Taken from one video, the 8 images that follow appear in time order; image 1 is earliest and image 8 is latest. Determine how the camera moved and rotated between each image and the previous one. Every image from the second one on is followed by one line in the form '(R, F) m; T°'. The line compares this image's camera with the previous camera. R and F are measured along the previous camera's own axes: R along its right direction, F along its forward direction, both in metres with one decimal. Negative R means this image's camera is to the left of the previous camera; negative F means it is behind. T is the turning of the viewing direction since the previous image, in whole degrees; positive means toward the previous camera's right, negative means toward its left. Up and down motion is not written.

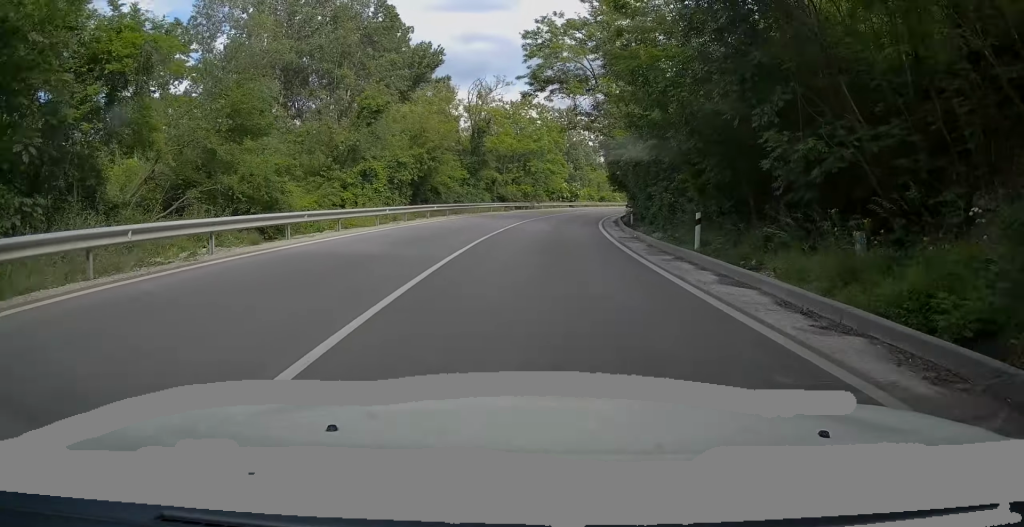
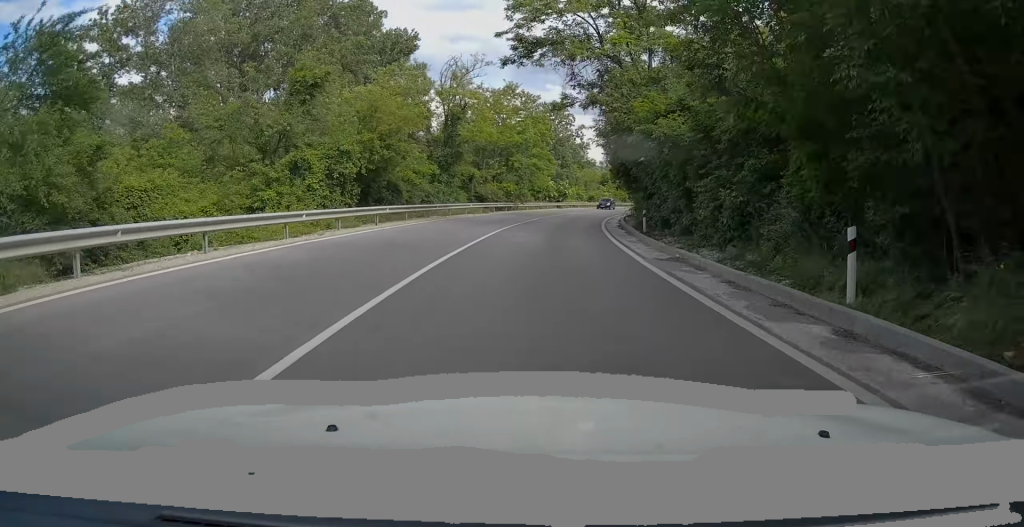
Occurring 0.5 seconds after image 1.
(+0.3, +8.4) m; +3°
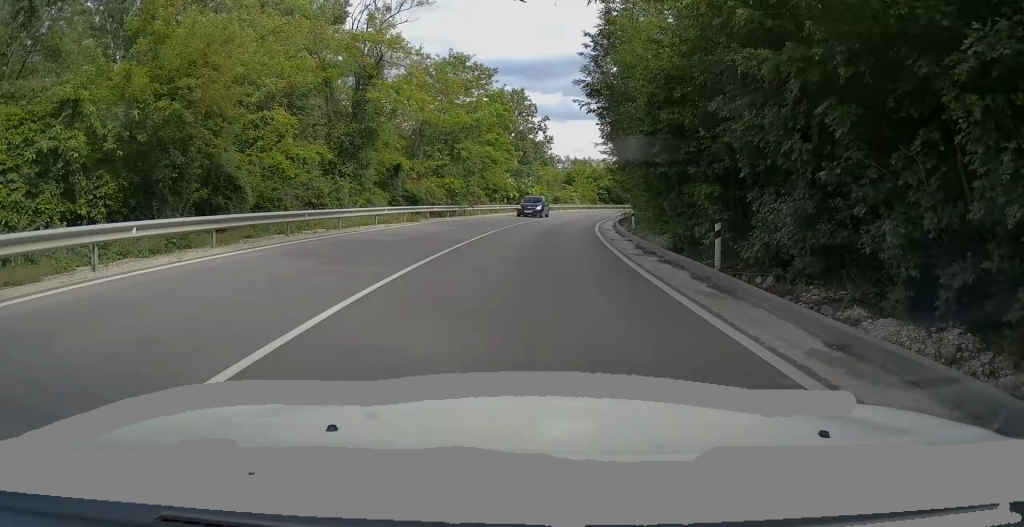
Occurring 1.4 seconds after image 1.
(+0.6, +15.4) m; +3°
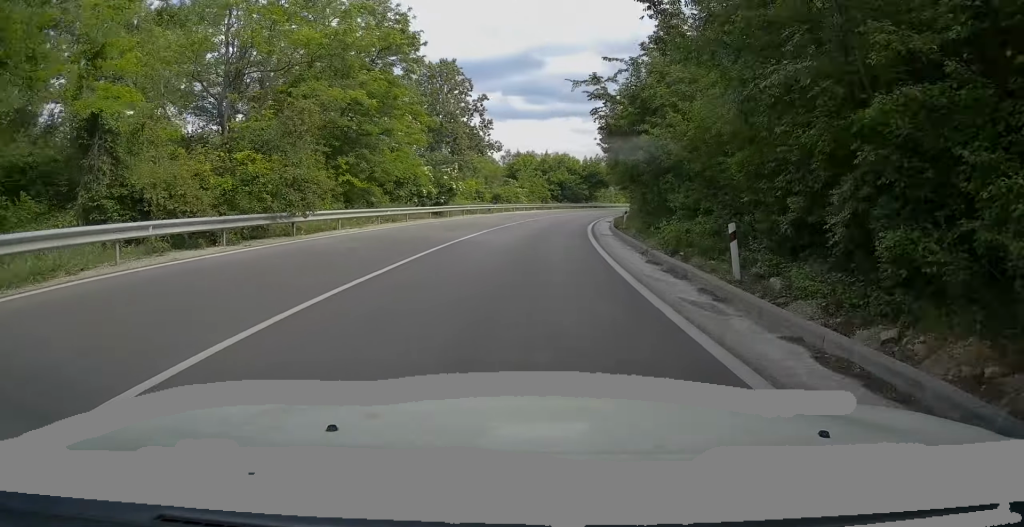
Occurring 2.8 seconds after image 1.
(+0.7, +22.6) m; +4°
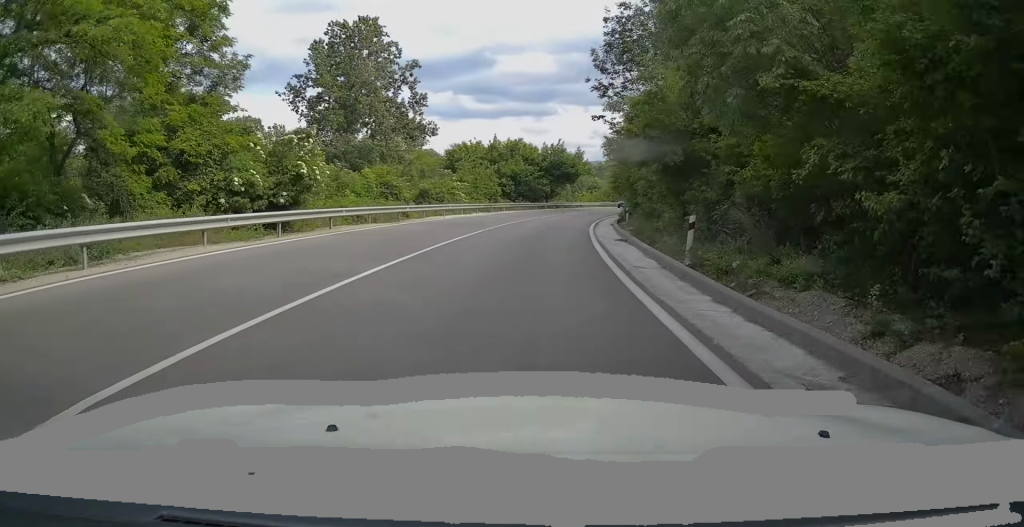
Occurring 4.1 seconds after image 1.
(+0.9, +20.5) m; +5°
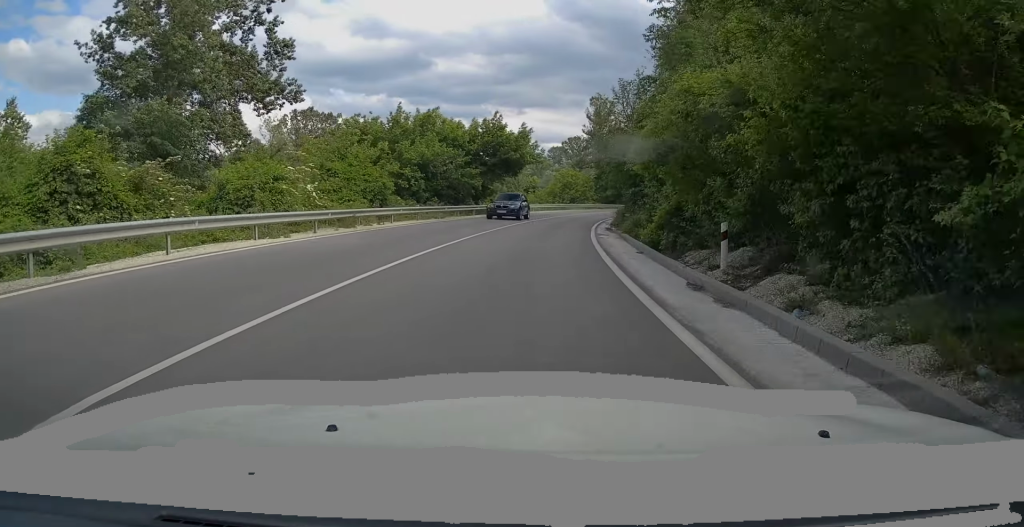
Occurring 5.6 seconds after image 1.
(+1.3, +24.6) m; +5°
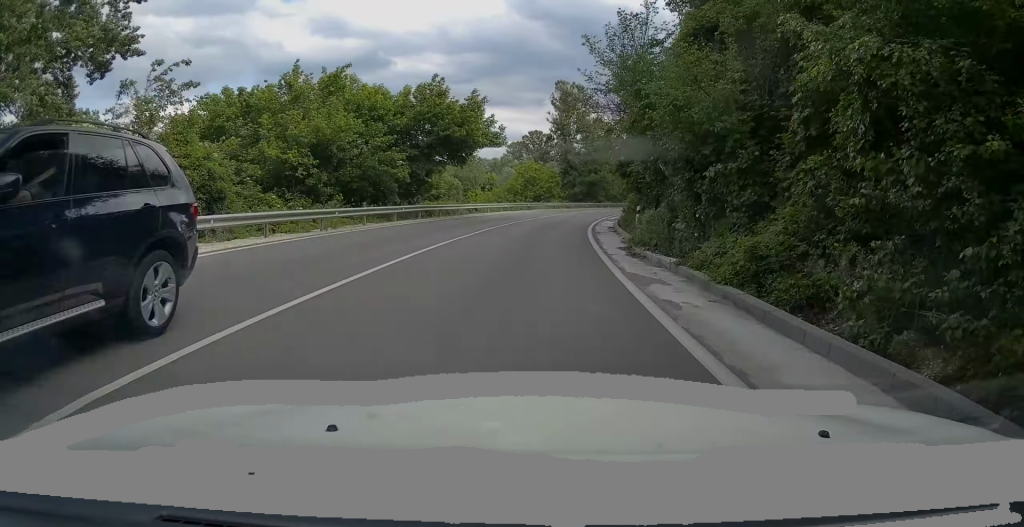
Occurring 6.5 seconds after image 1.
(+0.3, +15.0) m; +3°
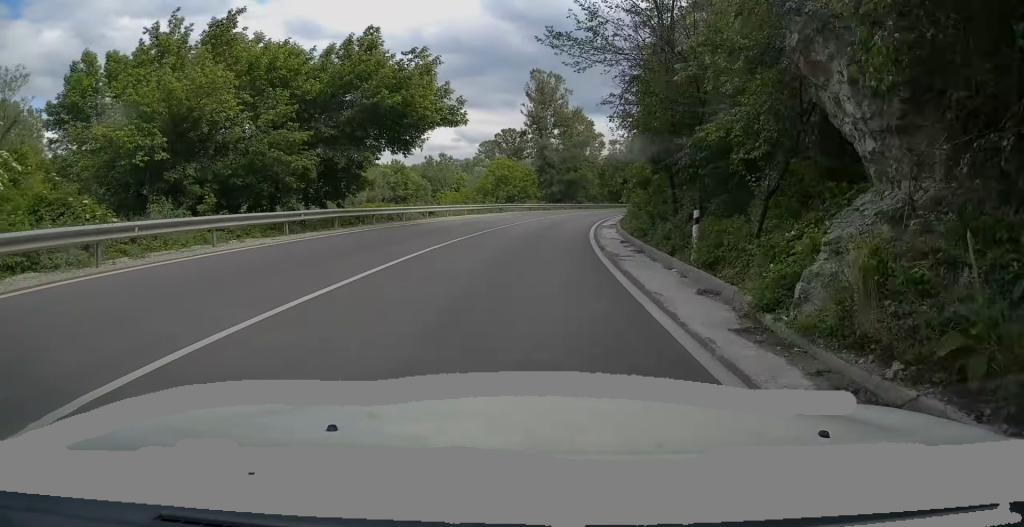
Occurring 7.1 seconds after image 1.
(+0.3, +10.8) m; +3°
